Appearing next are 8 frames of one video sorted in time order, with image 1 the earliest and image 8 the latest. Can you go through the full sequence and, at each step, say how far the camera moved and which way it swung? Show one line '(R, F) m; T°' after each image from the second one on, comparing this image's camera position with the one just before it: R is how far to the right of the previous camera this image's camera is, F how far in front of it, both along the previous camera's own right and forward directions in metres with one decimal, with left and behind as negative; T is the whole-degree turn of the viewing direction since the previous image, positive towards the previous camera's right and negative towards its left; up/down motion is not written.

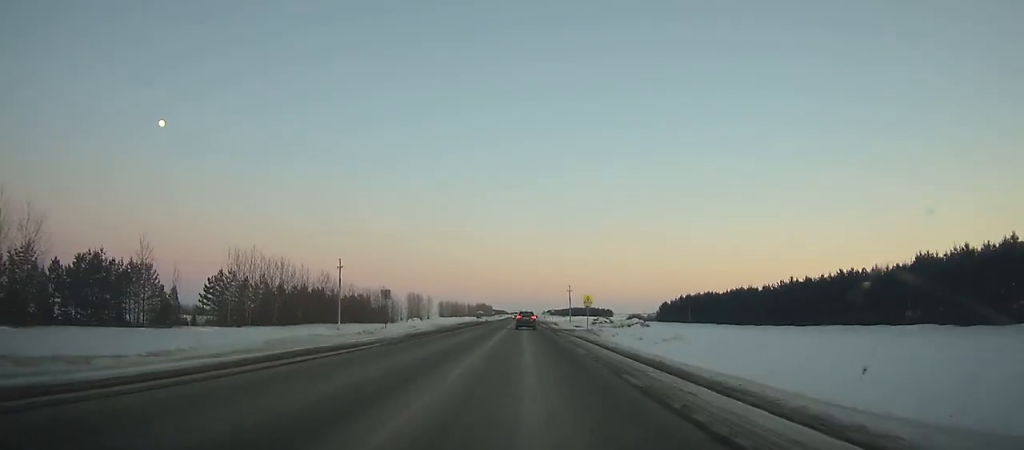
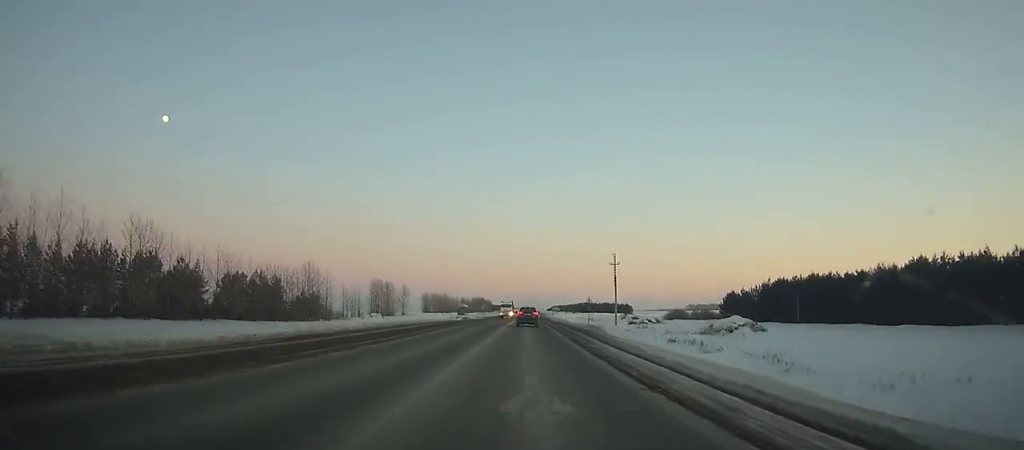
(-0.5, +71.9) m; 0°
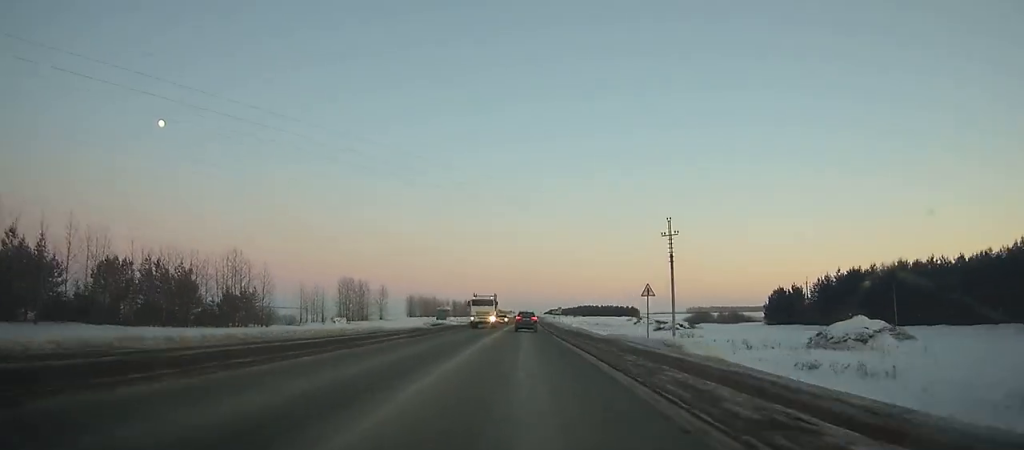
(-0.1, +33.2) m; 0°
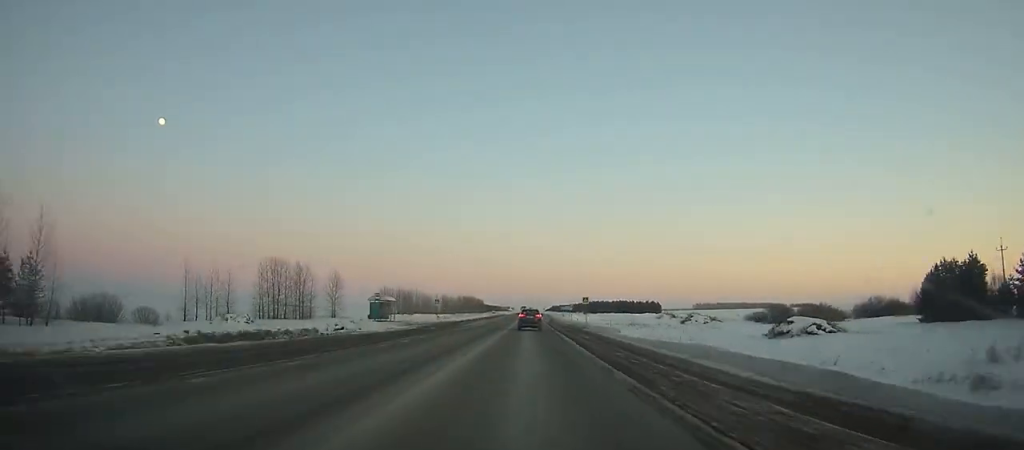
(+0.1, +53.5) m; 0°
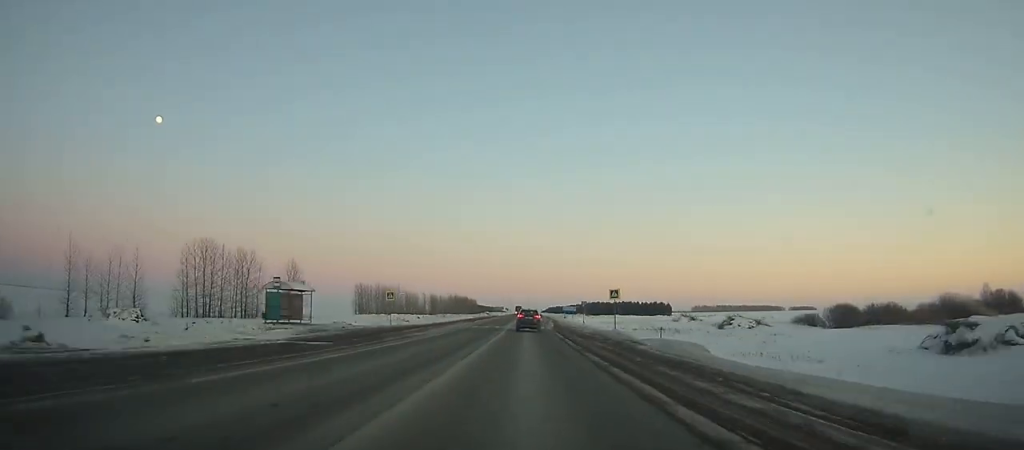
(0.0, +27.6) m; 0°
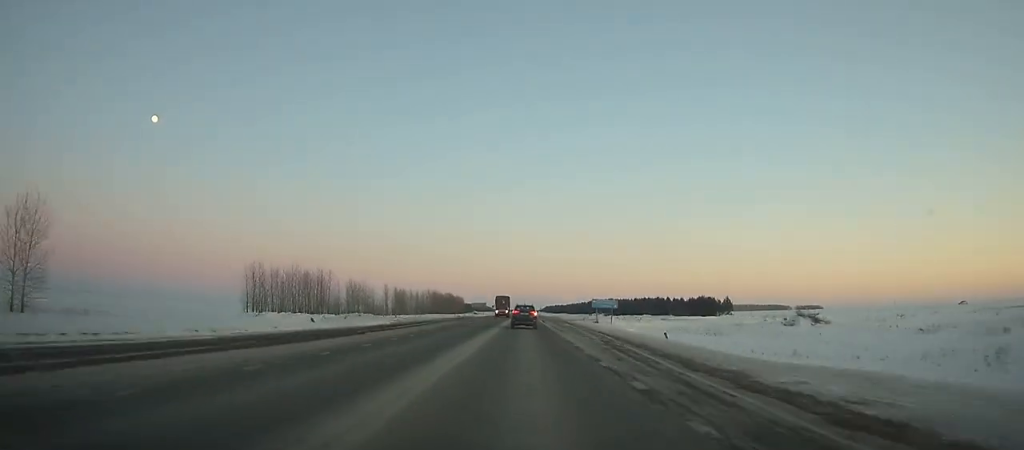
(+0.5, +76.9) m; 0°
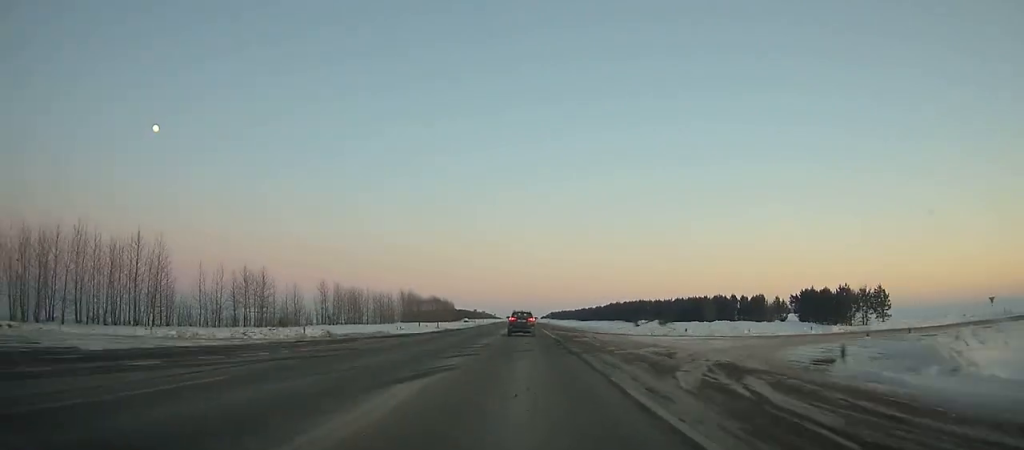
(+0.3, +78.2) m; 0°
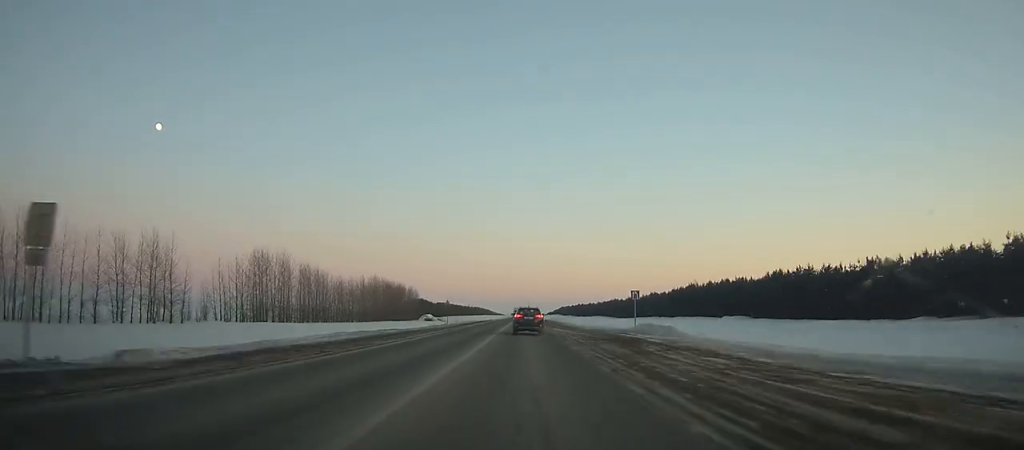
(-0.8, +138.6) m; 0°
